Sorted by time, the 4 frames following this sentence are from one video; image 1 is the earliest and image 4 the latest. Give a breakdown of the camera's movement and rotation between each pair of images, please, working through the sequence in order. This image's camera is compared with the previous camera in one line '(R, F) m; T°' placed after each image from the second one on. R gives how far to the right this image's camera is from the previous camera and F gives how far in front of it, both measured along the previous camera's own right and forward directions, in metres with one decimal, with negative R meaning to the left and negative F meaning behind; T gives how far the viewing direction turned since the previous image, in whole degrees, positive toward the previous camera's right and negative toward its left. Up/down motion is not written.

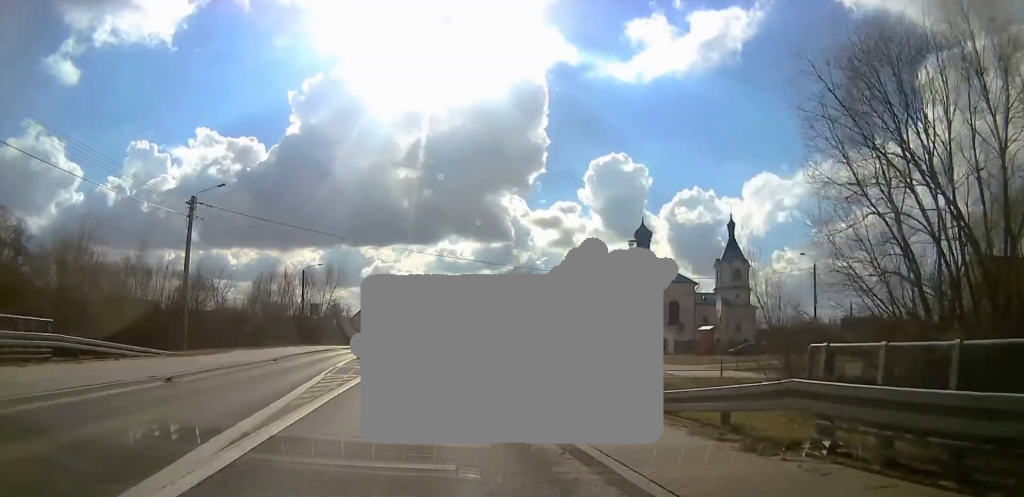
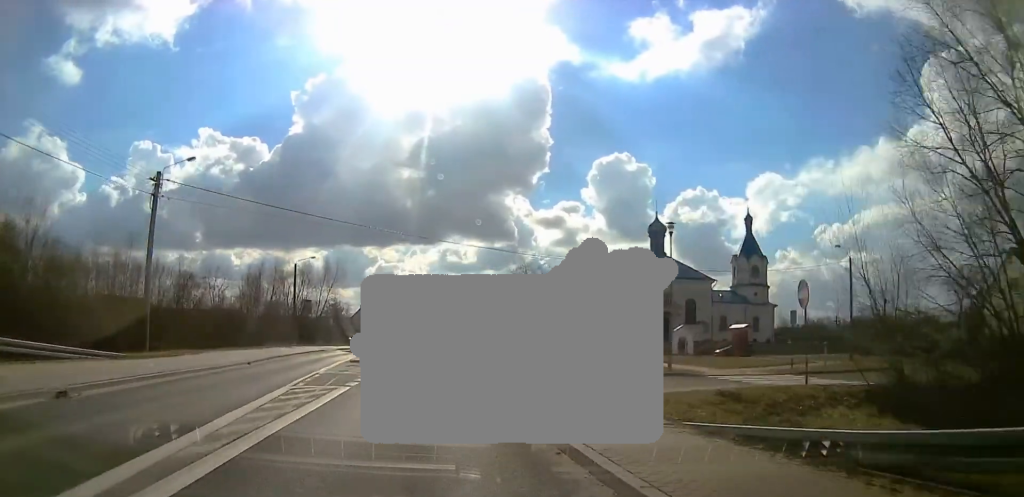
(0.0, +6.0) m; -1°
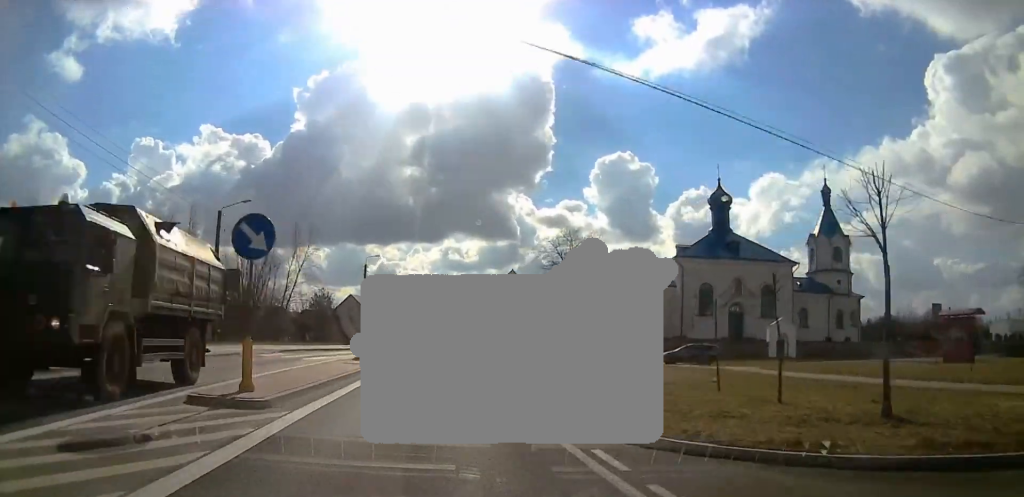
(-0.2, +23.1) m; 0°
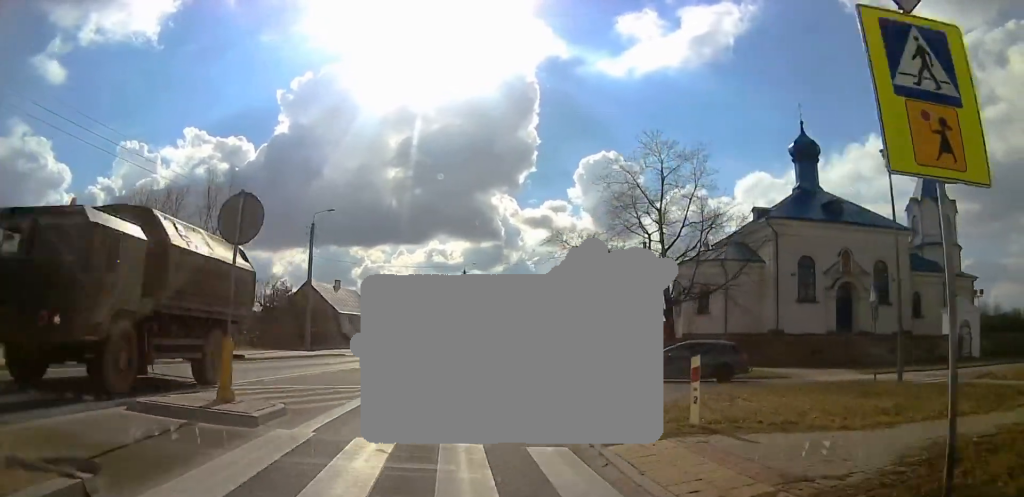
(-0.6, +24.5) m; 0°
